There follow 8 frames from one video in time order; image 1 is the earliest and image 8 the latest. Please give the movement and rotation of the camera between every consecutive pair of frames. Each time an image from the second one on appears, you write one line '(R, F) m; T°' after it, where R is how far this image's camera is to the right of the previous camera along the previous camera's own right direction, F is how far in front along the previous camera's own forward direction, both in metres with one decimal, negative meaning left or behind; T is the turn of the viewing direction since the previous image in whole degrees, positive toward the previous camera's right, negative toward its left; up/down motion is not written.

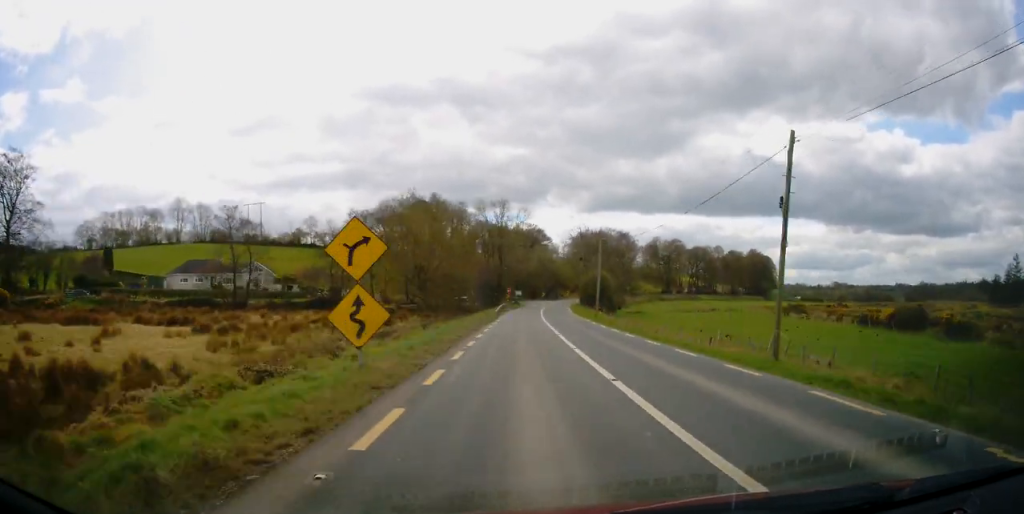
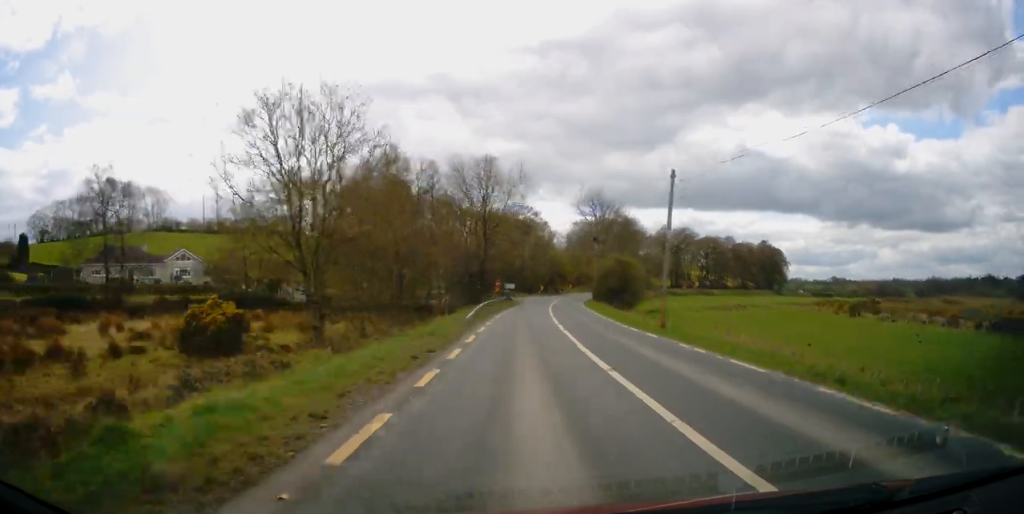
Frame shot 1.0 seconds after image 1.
(+0.2, +24.8) m; +1°
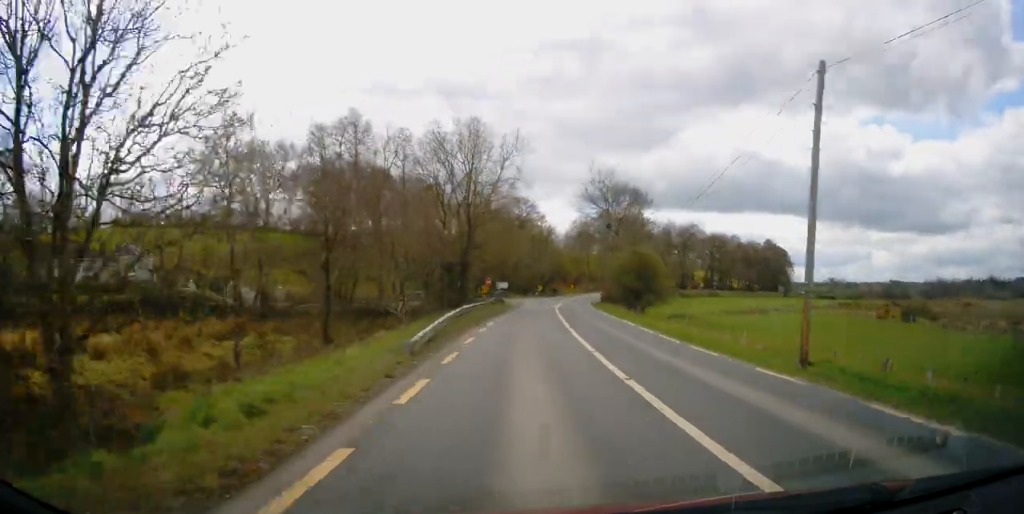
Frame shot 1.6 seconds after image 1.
(-0.1, +14.0) m; 0°
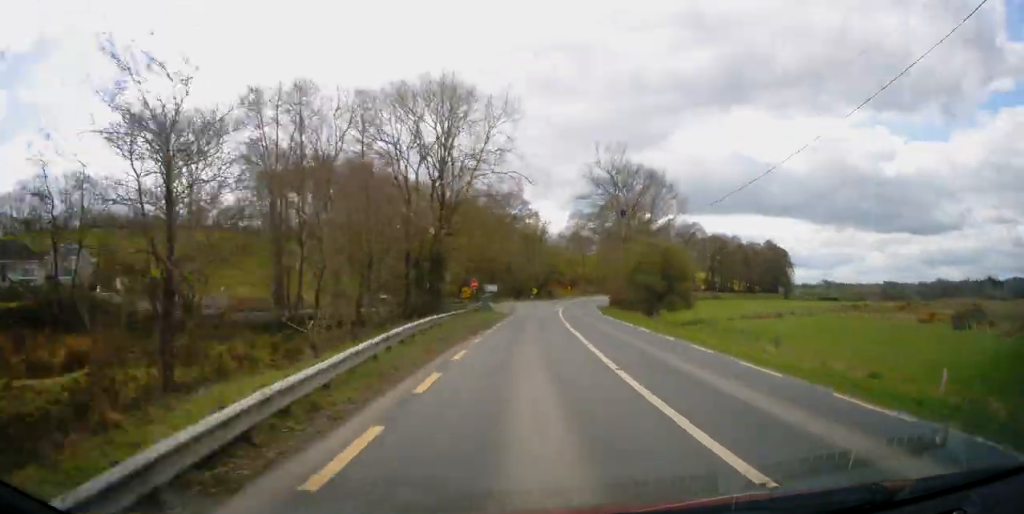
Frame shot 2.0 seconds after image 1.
(+0.1, +11.2) m; +1°
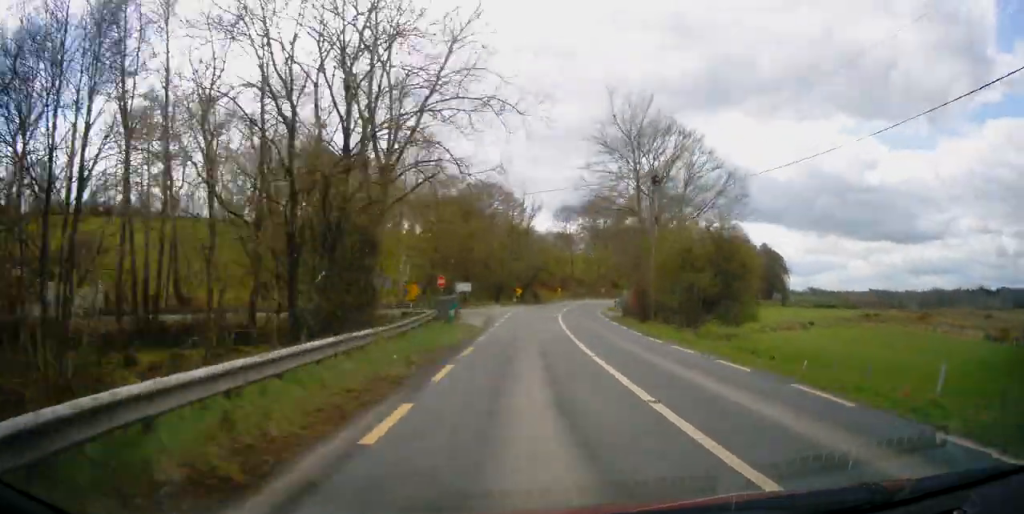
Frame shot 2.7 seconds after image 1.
(0.0, +15.2) m; +1°
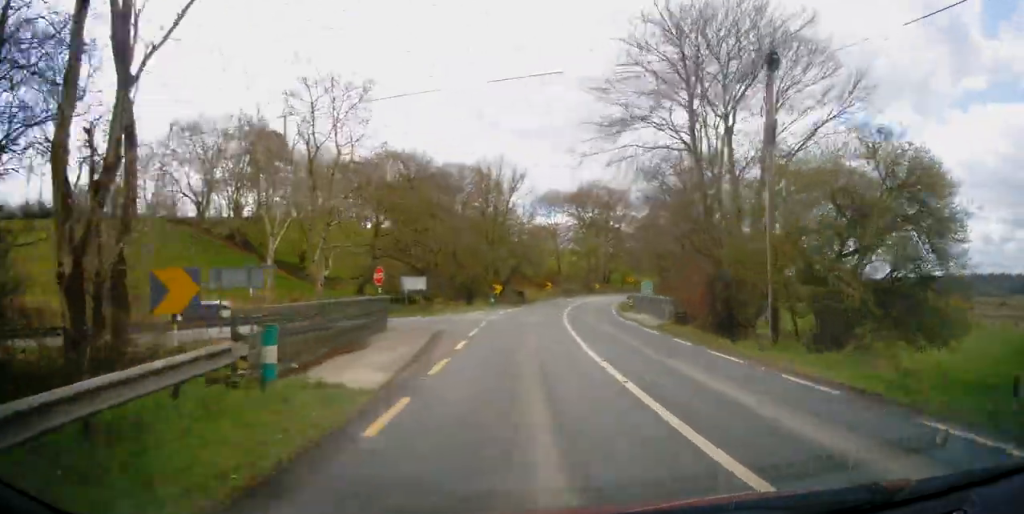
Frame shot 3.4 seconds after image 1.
(+0.4, +16.3) m; +1°
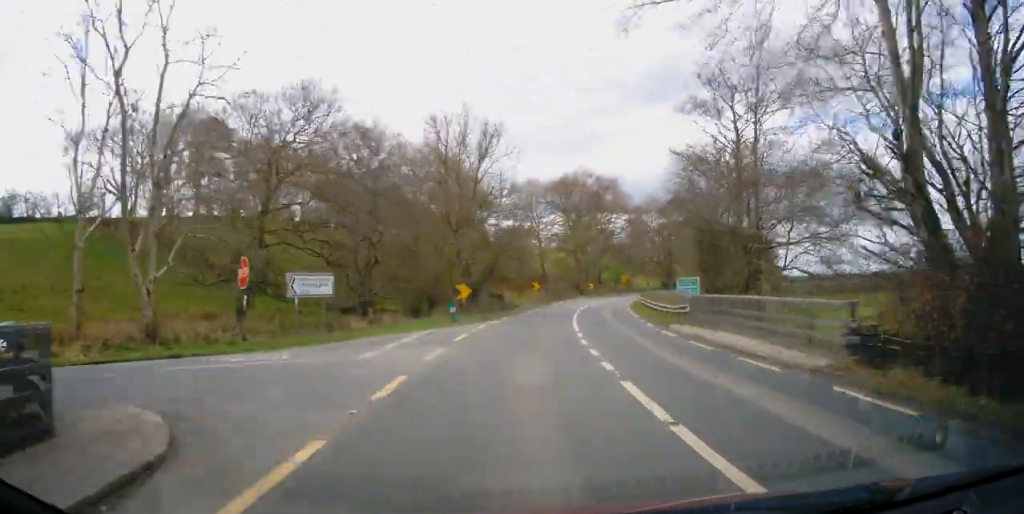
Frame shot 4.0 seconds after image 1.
(+0.2, +14.5) m; +1°
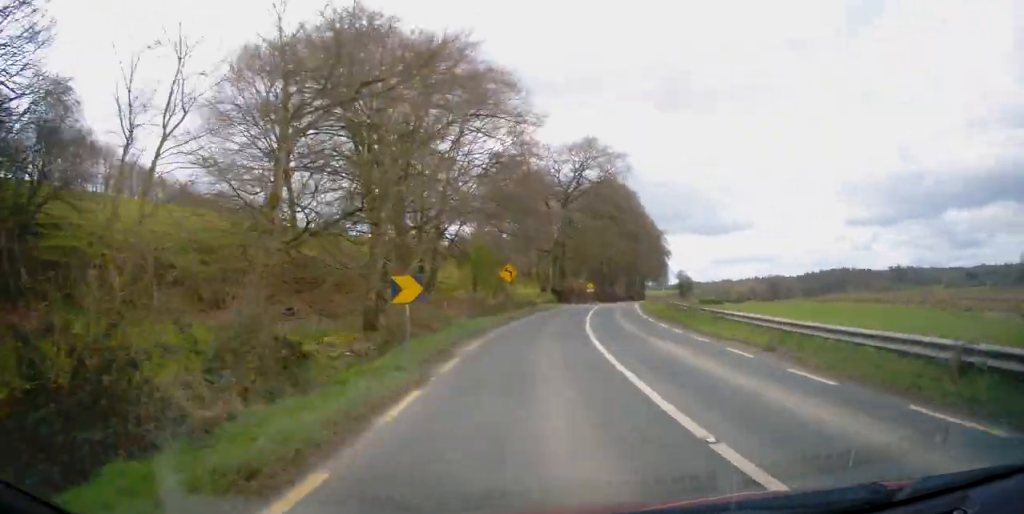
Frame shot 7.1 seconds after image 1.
(+6.9, +66.3) m; +15°
